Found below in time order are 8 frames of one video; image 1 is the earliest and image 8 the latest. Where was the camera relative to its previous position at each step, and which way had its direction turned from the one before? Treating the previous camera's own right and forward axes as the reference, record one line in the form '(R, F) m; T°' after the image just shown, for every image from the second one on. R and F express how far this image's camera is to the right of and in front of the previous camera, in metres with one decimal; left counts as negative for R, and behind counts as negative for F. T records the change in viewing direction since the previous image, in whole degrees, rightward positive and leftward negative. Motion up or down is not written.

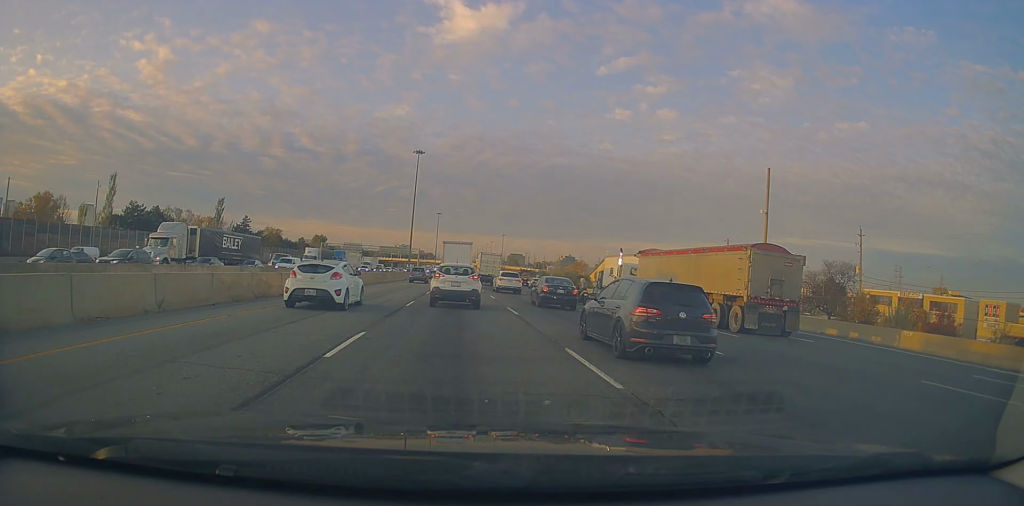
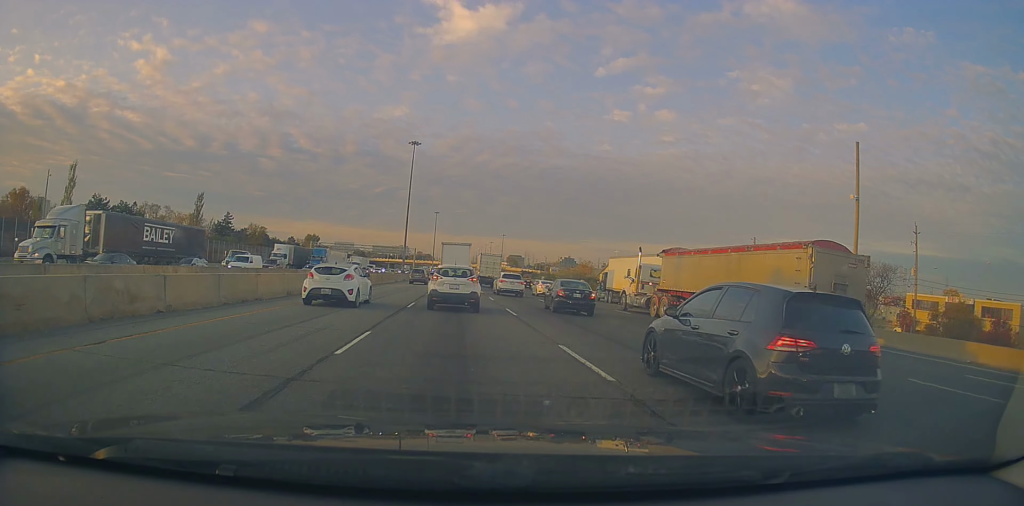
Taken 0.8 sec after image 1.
(-0.1, +11.4) m; 0°
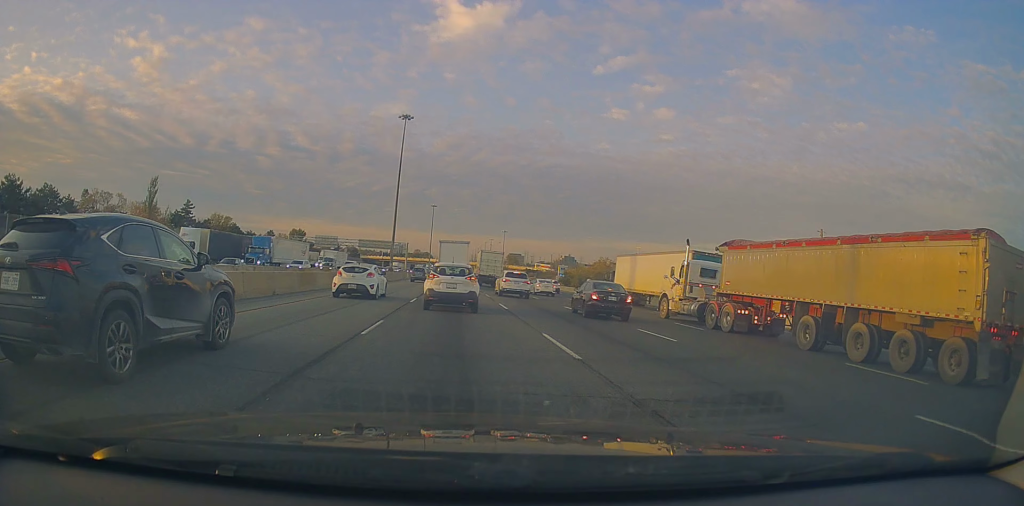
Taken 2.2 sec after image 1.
(+0.7, +21.7) m; +1°
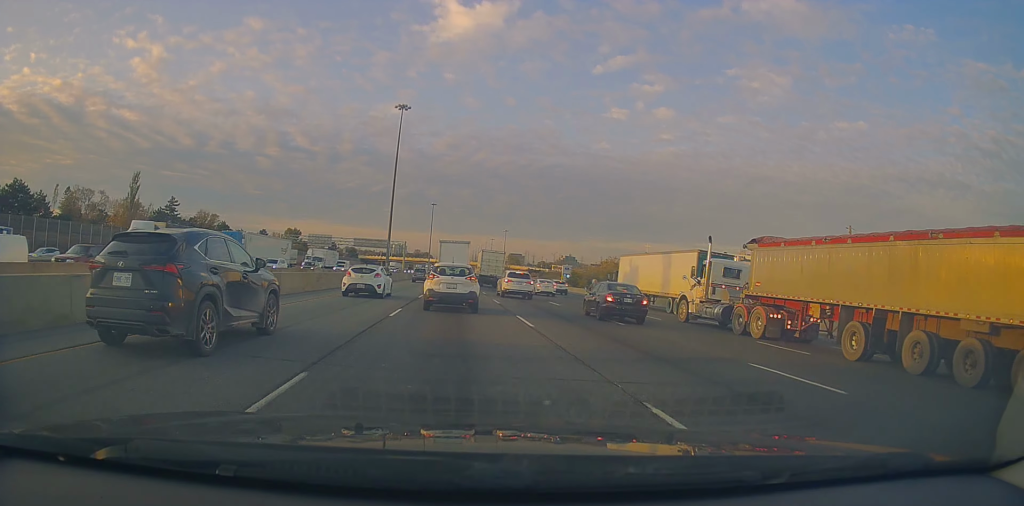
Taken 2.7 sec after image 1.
(-0.1, +7.2) m; 0°
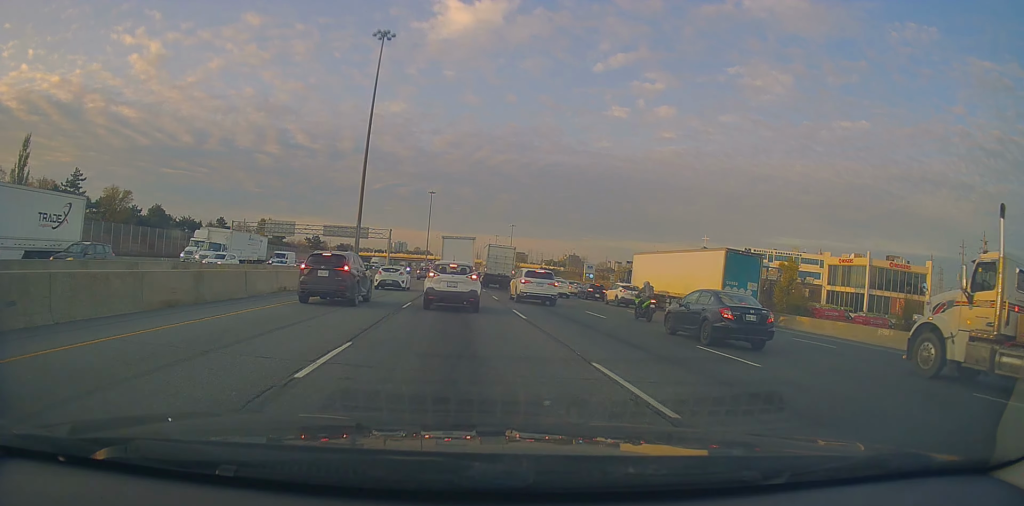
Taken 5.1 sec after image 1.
(-0.2, +32.6) m; -2°
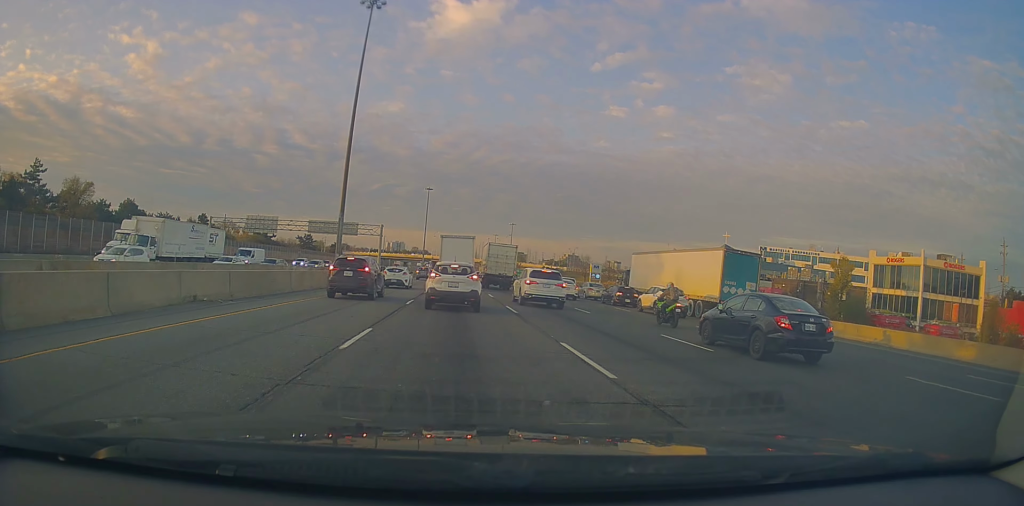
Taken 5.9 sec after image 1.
(-0.2, +9.6) m; +1°
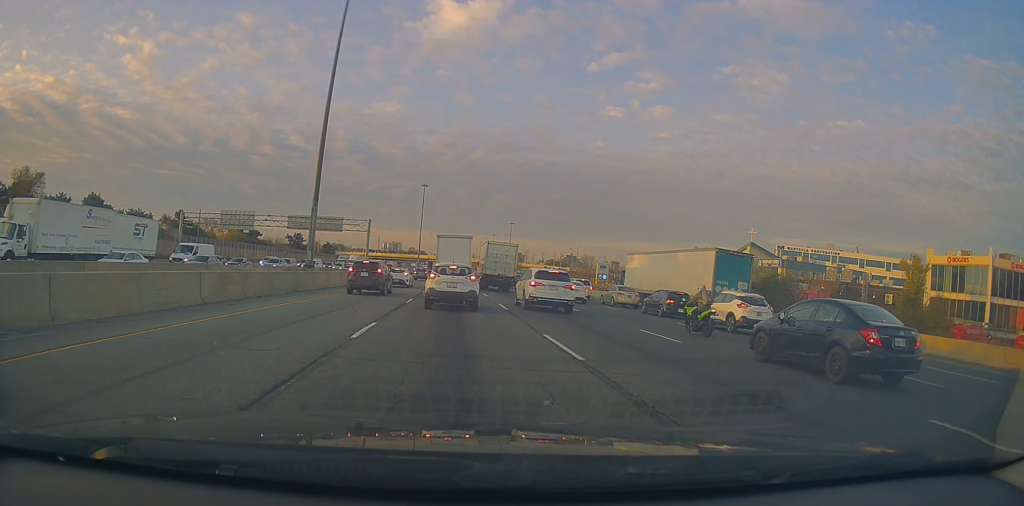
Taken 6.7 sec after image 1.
(+0.2, +10.2) m; +2°
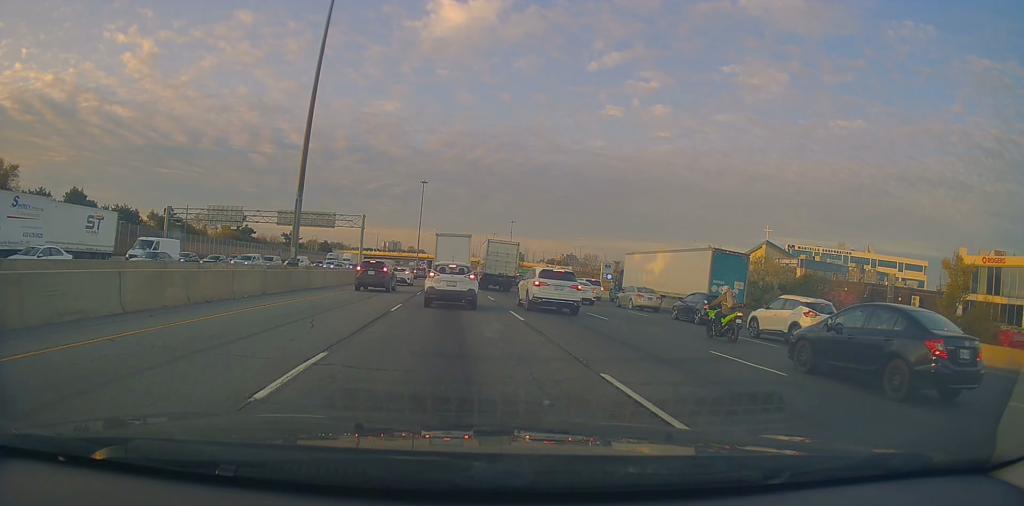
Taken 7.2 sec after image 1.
(+0.4, +4.9) m; 0°
